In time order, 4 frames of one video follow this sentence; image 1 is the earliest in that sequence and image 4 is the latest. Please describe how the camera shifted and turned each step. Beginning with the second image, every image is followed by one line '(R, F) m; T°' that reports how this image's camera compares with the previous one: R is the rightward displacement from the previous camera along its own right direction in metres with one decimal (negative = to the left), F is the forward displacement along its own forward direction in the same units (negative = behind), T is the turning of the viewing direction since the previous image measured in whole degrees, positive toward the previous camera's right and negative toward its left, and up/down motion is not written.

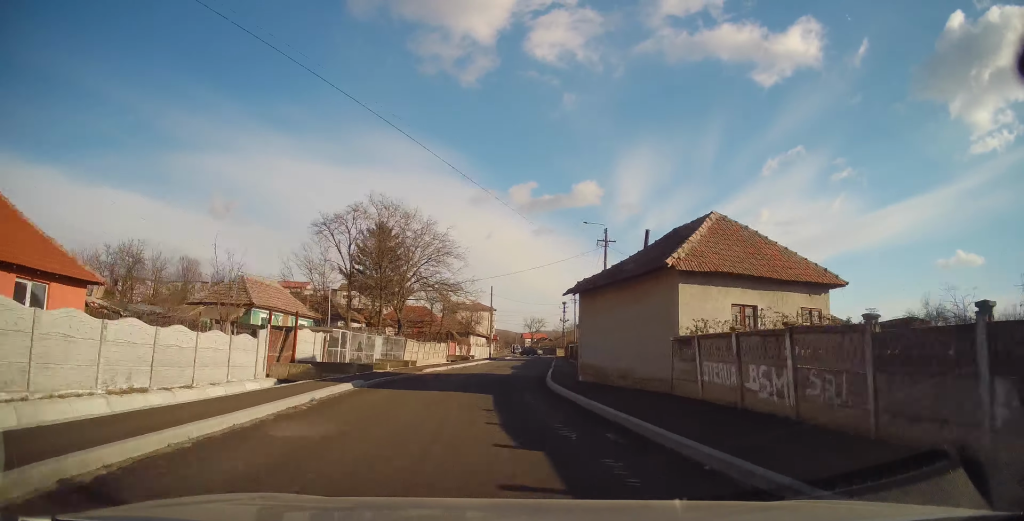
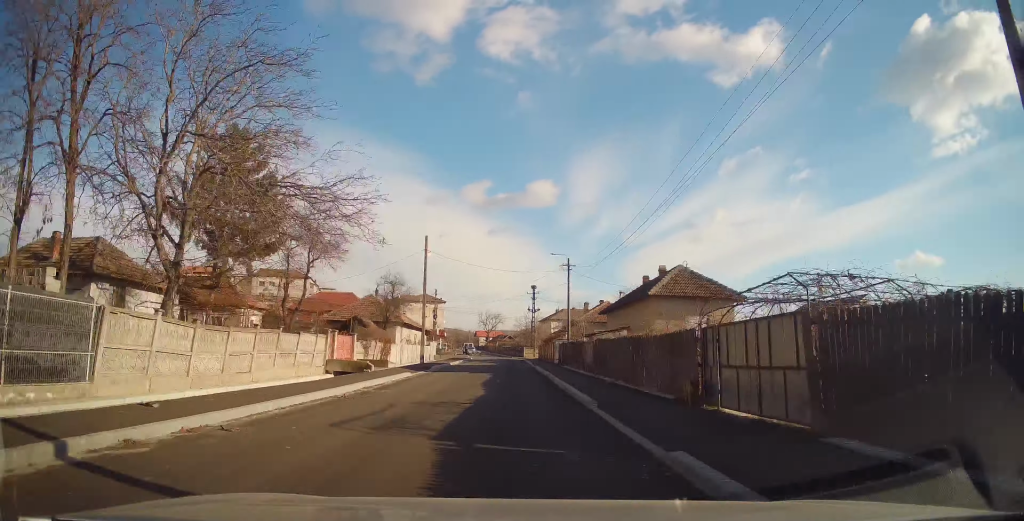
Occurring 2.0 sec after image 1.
(+1.9, +28.8) m; +6°
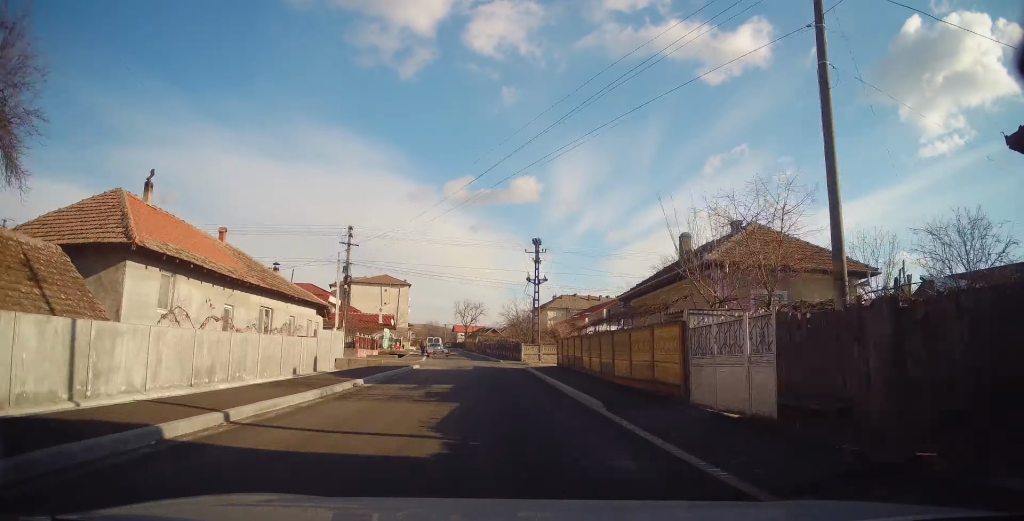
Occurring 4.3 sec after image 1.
(0.0, +34.1) m; 0°
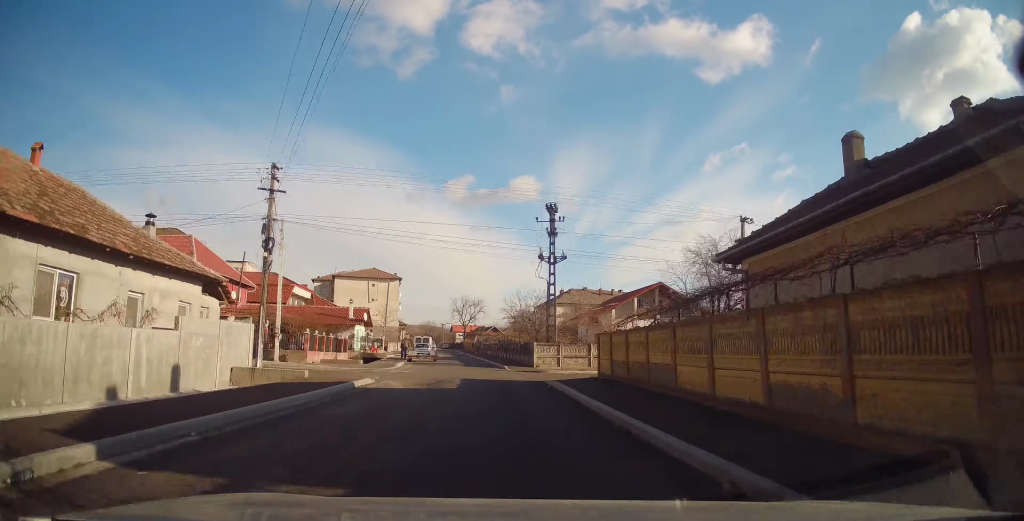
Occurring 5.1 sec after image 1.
(+0.1, +12.1) m; 0°
